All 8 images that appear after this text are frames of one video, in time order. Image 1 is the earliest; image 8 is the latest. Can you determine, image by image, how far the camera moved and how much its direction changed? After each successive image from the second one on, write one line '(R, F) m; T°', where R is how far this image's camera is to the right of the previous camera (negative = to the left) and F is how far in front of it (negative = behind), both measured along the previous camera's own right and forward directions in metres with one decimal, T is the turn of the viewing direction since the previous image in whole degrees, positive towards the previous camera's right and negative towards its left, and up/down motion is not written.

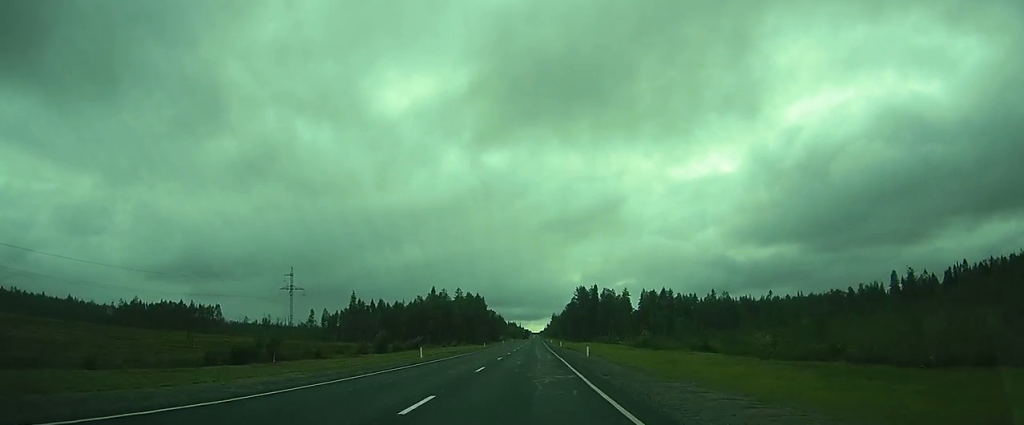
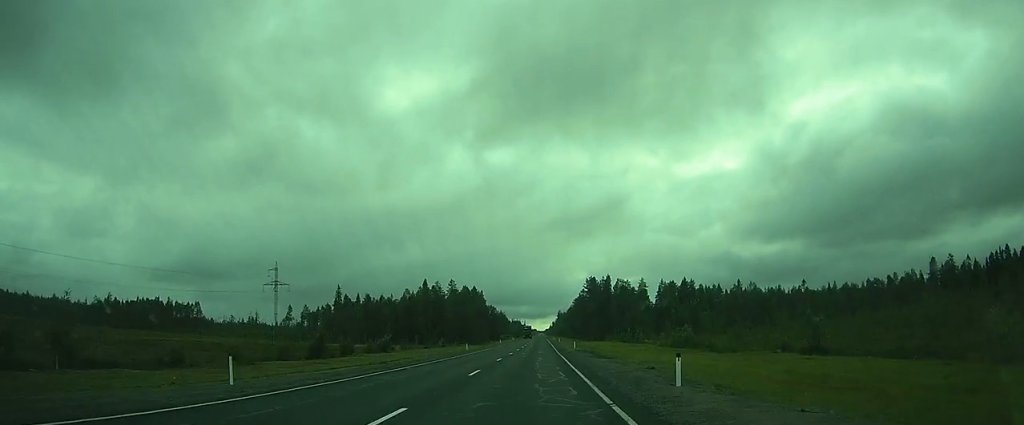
(-0.2, +25.6) m; -1°
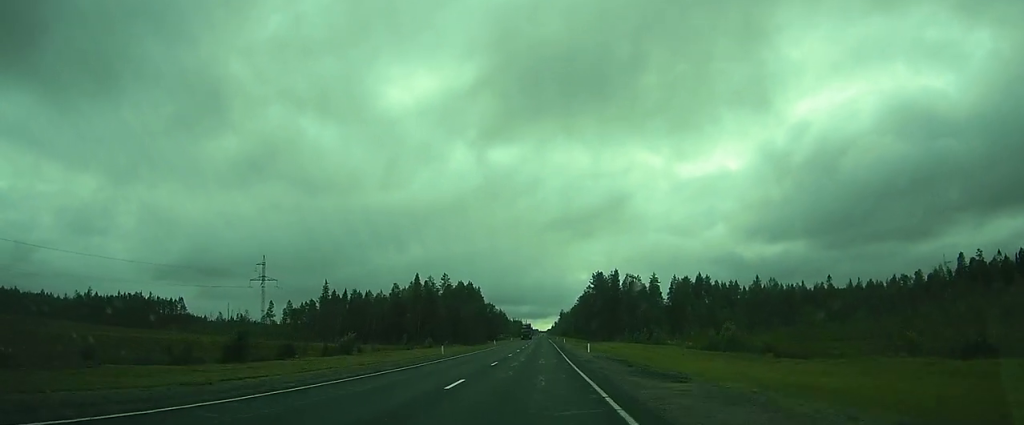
(0.0, +16.6) m; 0°
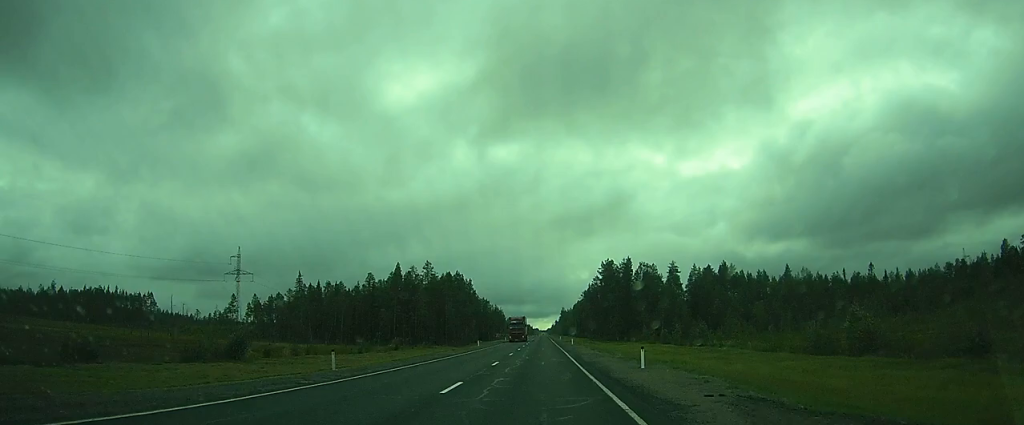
(0.0, +24.9) m; 0°
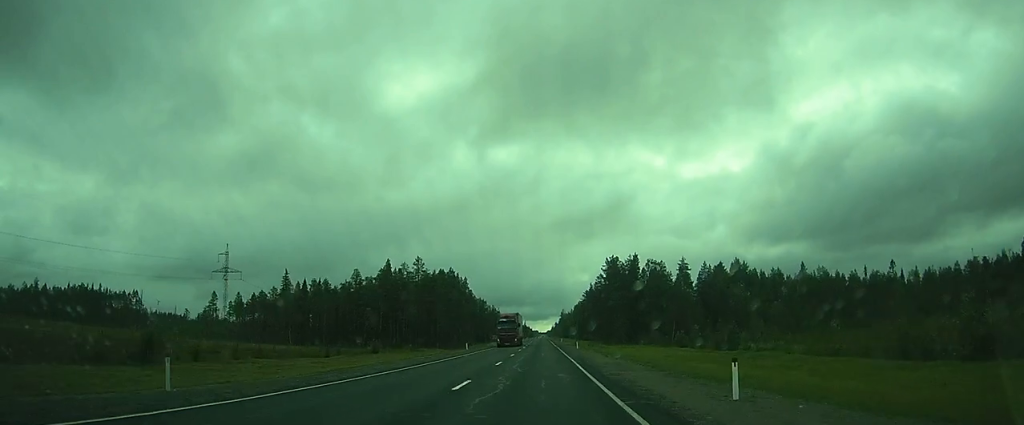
(0.0, +10.5) m; 0°
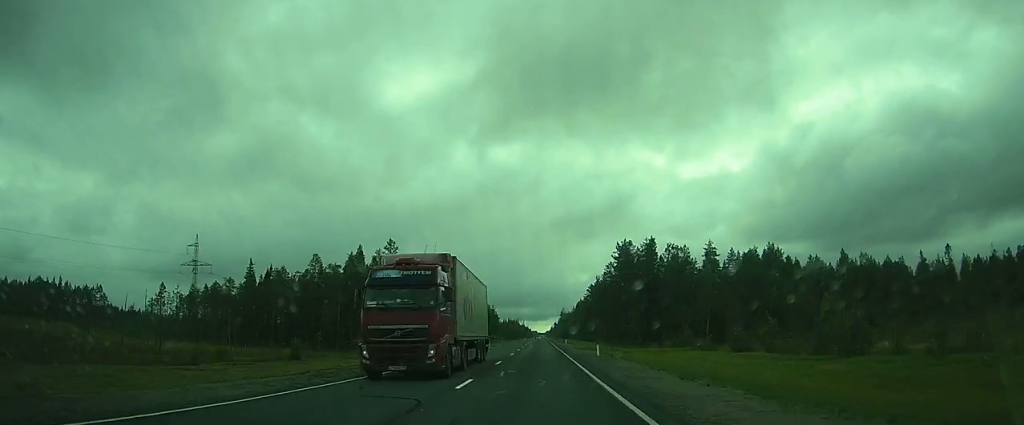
(-0.1, +23.3) m; -1°
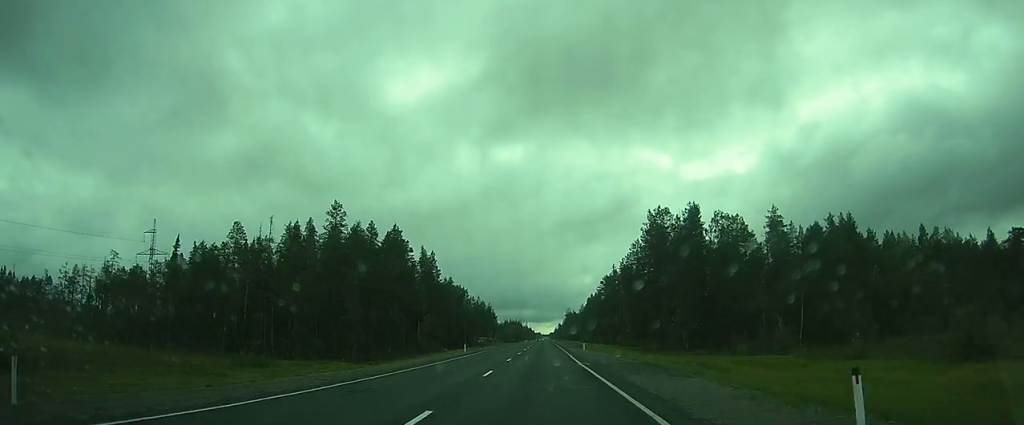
(-0.3, +30.7) m; 0°
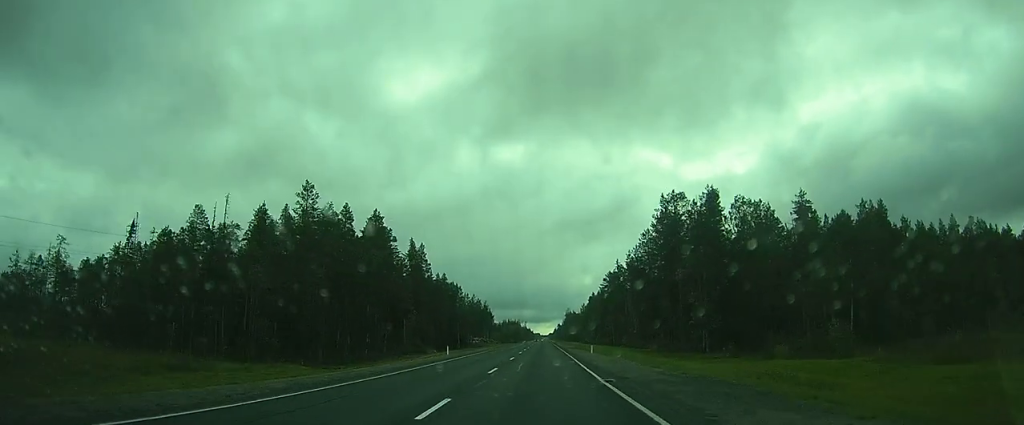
(-0.1, +9.8) m; 0°
